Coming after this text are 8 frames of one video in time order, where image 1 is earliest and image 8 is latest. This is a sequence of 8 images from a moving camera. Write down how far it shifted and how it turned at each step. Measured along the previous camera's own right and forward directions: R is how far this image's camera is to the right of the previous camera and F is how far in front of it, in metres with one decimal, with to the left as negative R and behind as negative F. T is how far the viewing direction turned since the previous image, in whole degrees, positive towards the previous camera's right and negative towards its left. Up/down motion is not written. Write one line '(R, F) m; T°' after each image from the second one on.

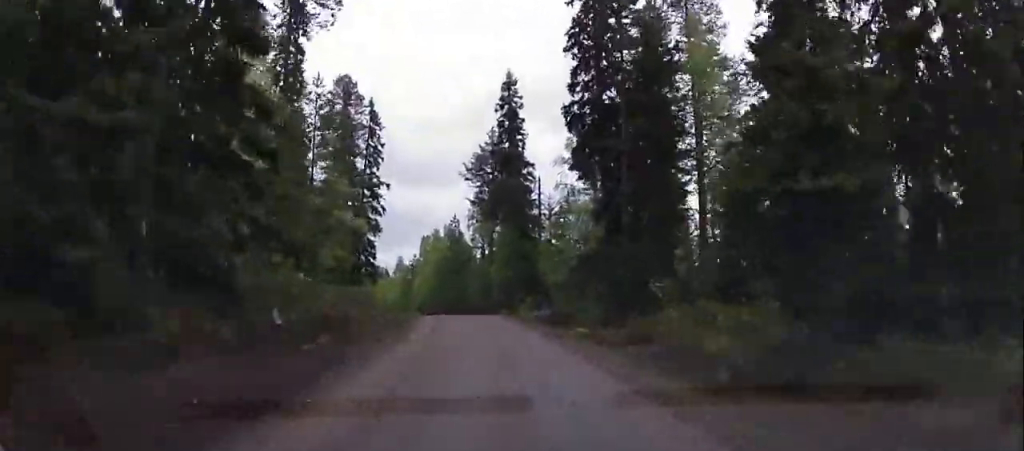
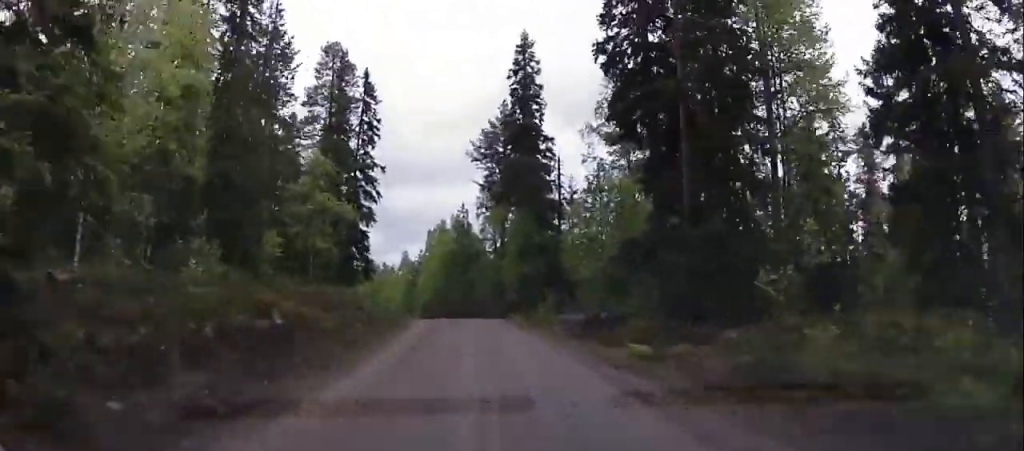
(+1.4, +7.6) m; +3°
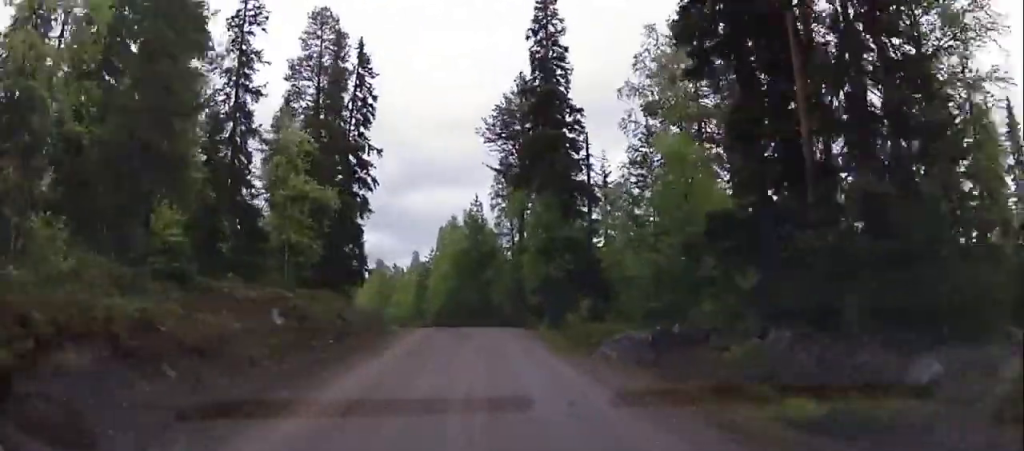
(+0.2, +7.3) m; -1°
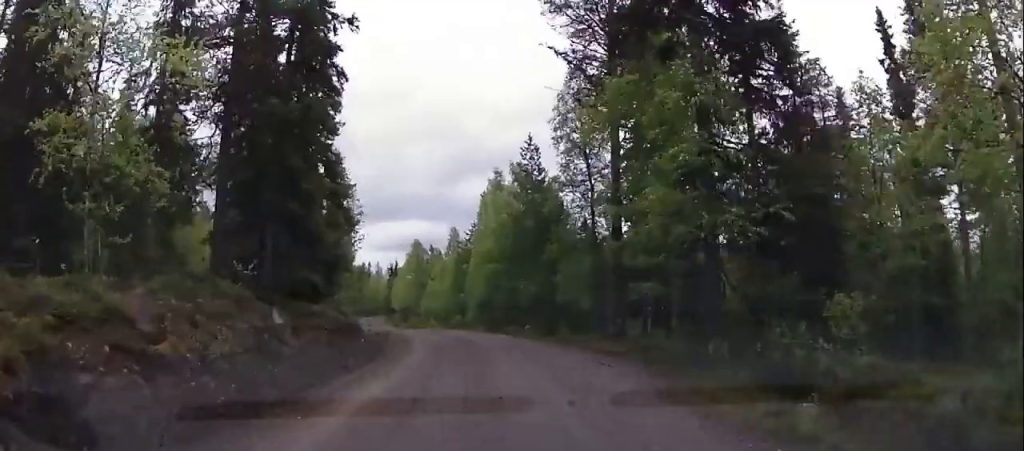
(-2.6, +18.9) m; -12°
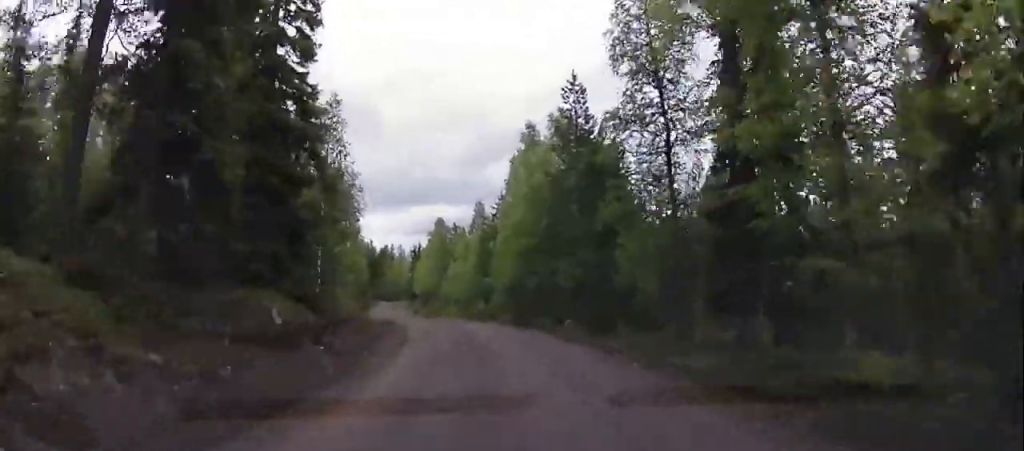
(-0.4, +9.4) m; -3°
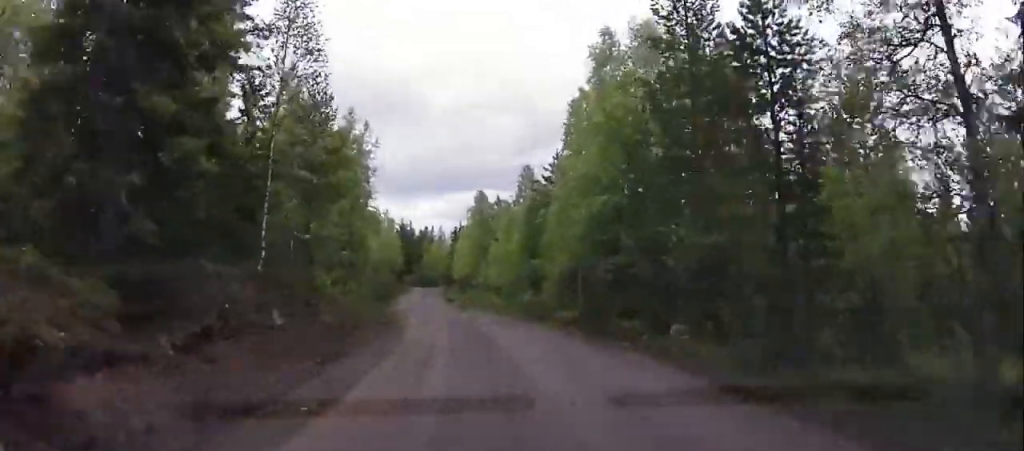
(-0.1, +12.9) m; -2°
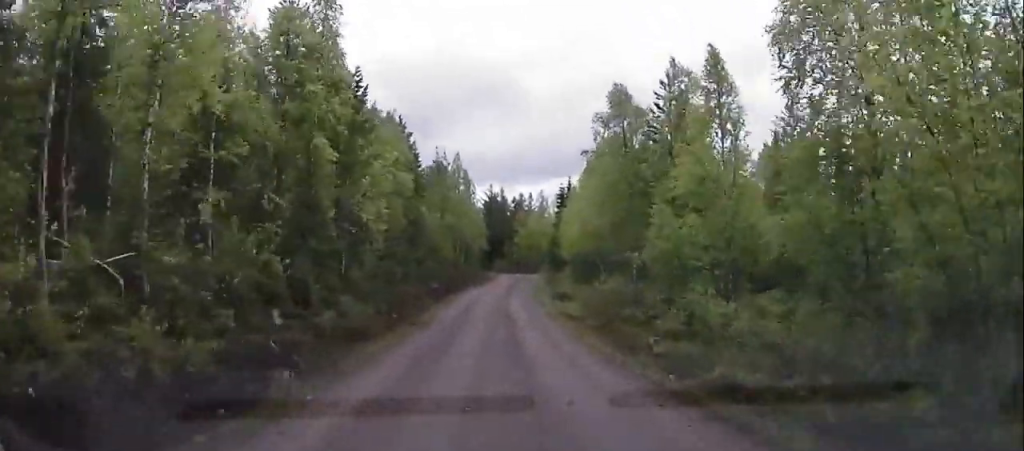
(-2.8, +36.6) m; -7°
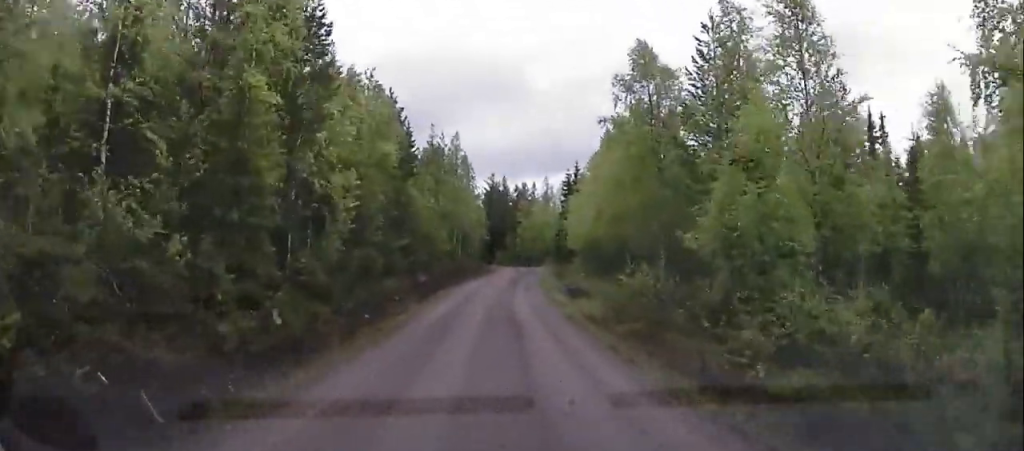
(0.0, +6.3) m; 0°
